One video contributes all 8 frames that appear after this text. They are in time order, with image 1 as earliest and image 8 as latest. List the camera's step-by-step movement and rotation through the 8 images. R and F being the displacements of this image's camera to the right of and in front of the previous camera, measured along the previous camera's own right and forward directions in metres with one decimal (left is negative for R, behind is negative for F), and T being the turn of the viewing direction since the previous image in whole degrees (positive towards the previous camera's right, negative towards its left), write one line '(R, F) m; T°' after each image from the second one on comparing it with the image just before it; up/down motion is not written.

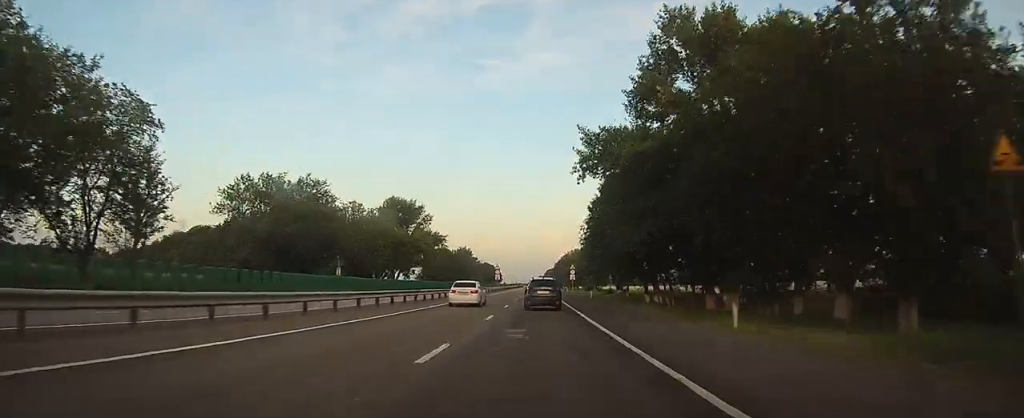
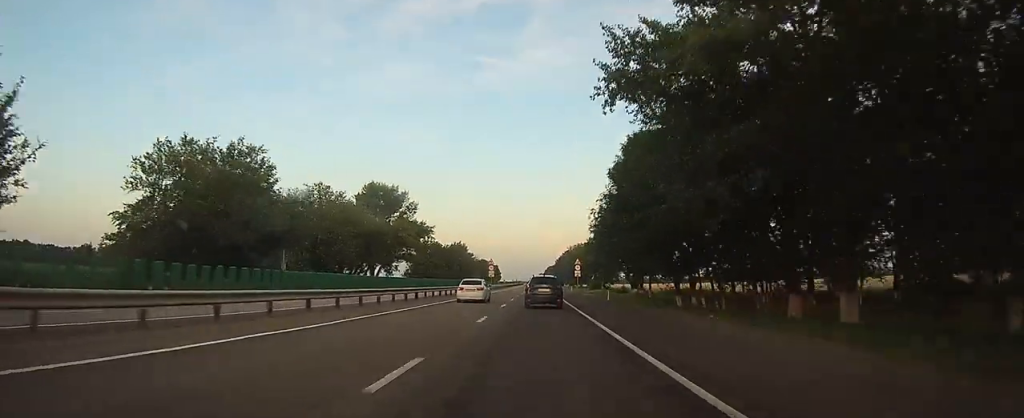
(0.0, +14.6) m; 0°
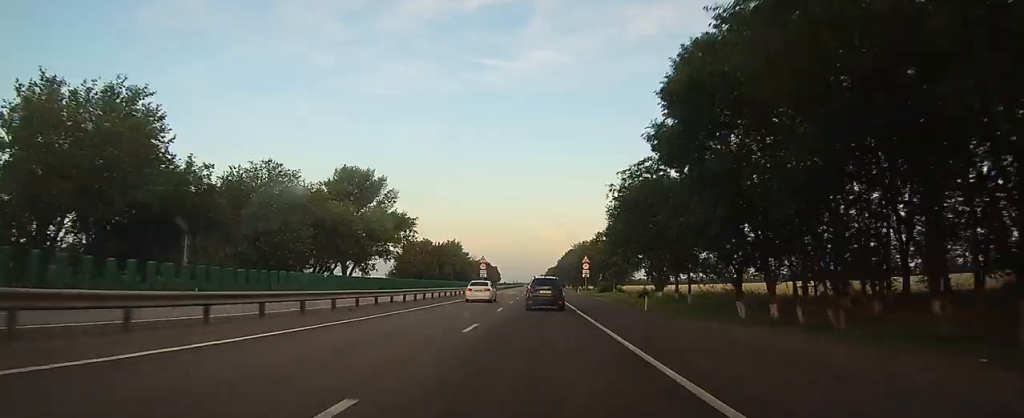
(-0.1, +15.5) m; 0°
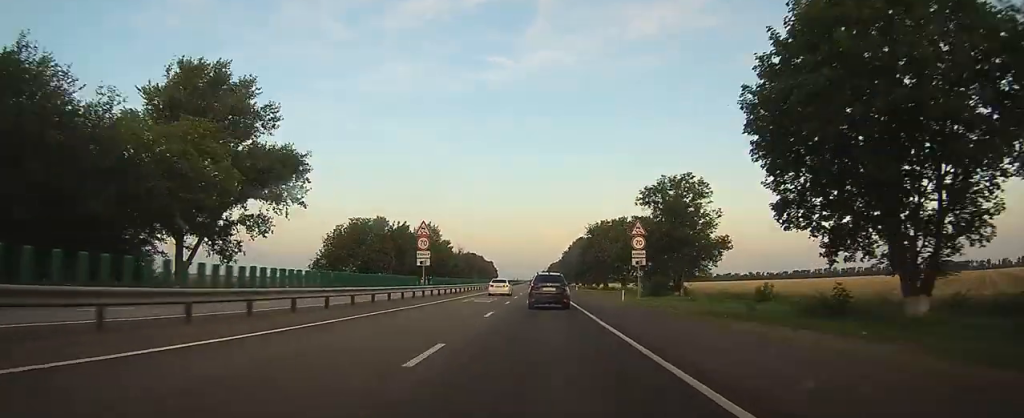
(-0.3, +43.3) m; -1°
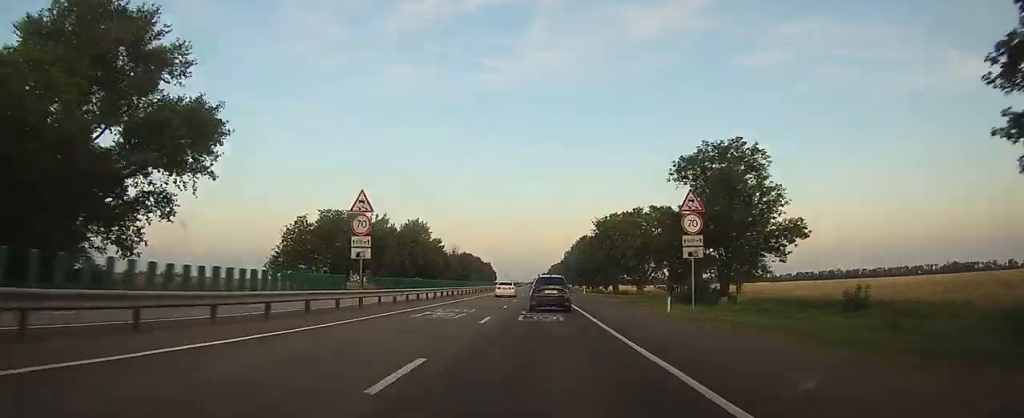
(0.0, +14.0) m; 0°
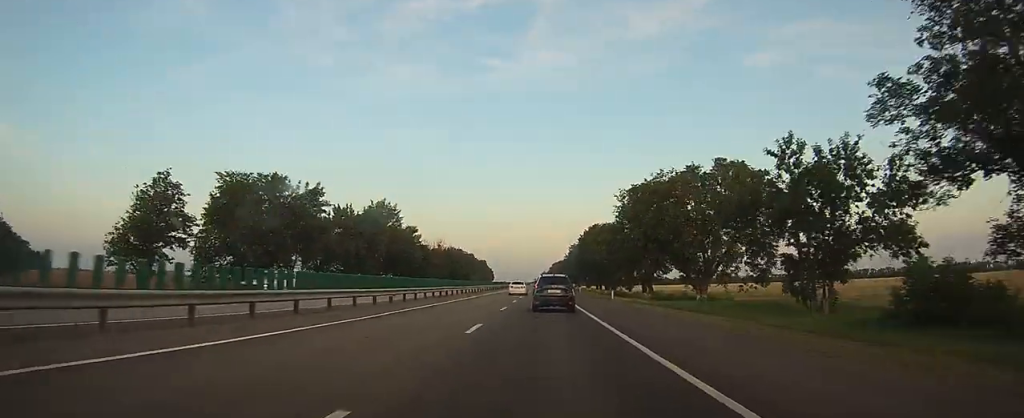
(-0.1, +28.7) m; 0°
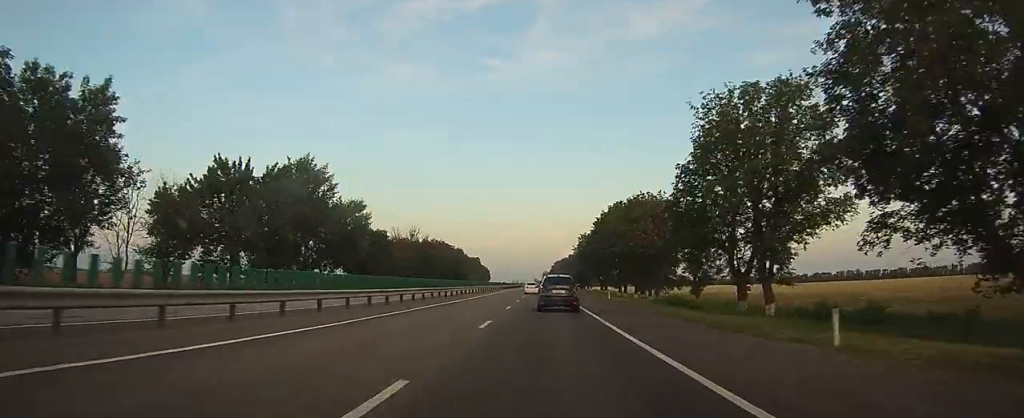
(0.0, +34.9) m; 0°
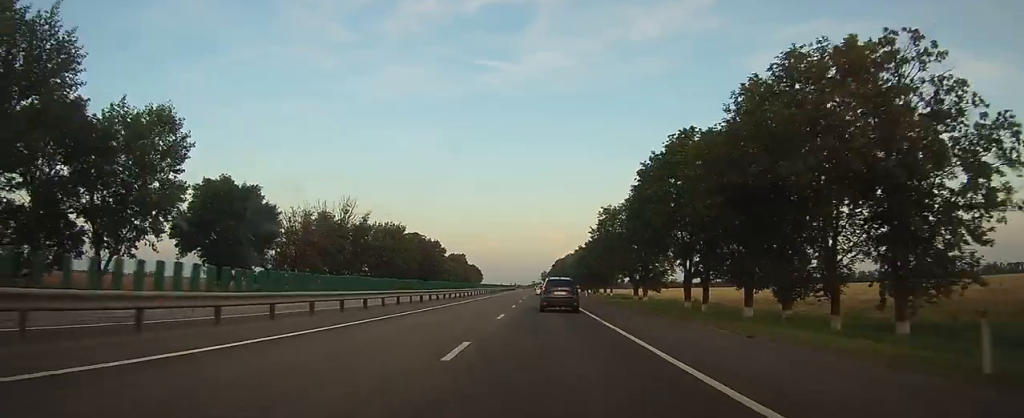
(+0.3, +43.2) m; +1°
